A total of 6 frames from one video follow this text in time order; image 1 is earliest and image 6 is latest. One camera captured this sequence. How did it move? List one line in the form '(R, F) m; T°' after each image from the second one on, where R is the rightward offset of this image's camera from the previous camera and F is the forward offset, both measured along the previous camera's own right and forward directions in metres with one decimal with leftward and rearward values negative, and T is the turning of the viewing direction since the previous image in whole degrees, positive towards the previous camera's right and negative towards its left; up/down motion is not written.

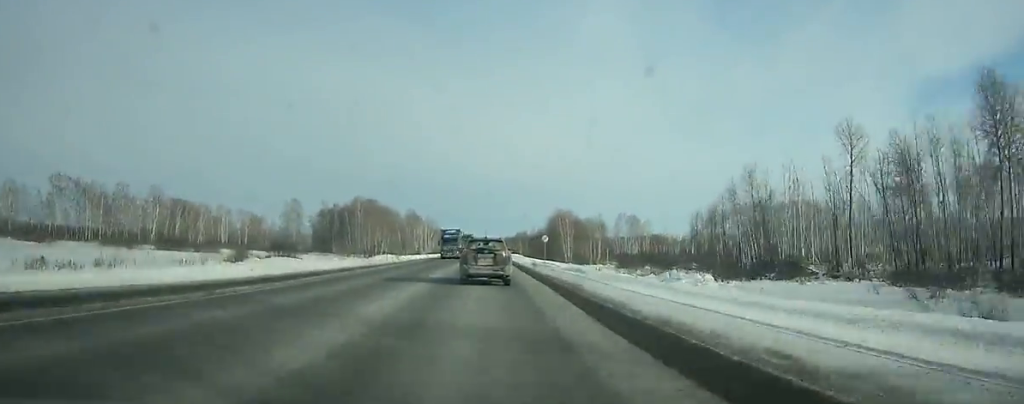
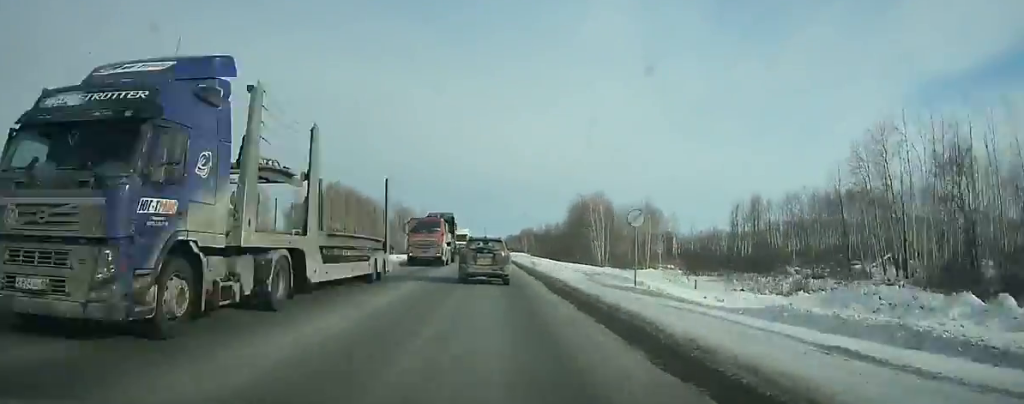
(0.0, +40.9) m; 0°
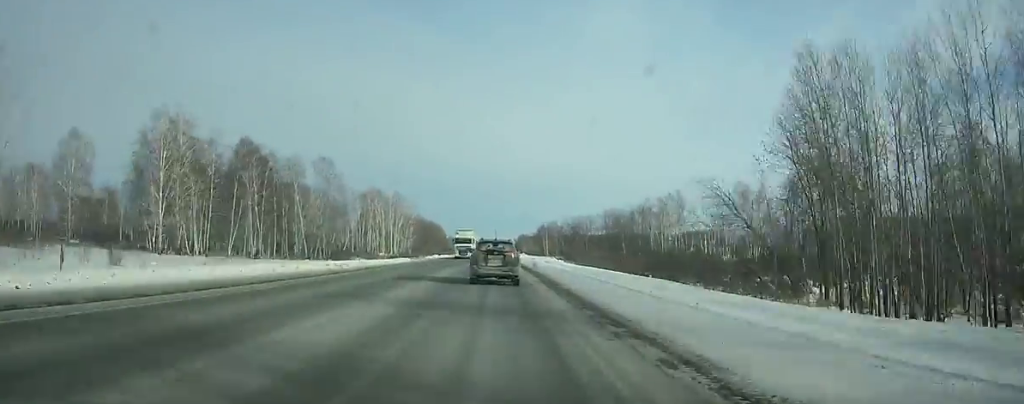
(-0.3, +101.1) m; 0°
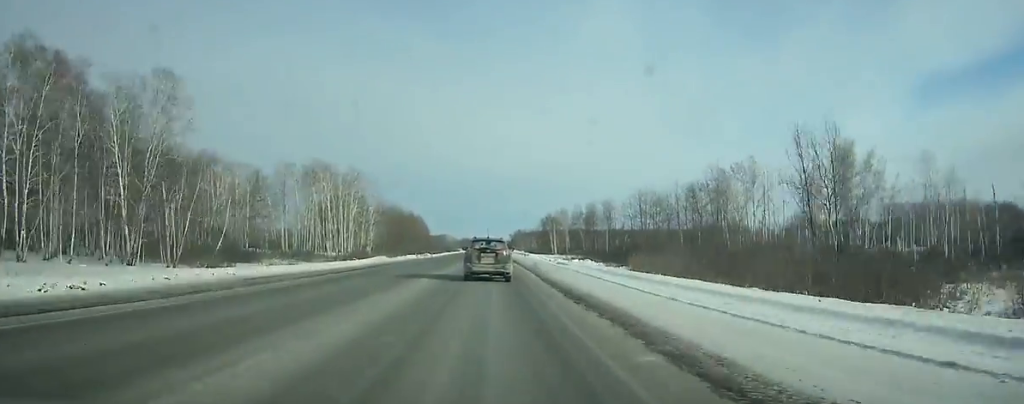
(-0.1, +57.8) m; 0°
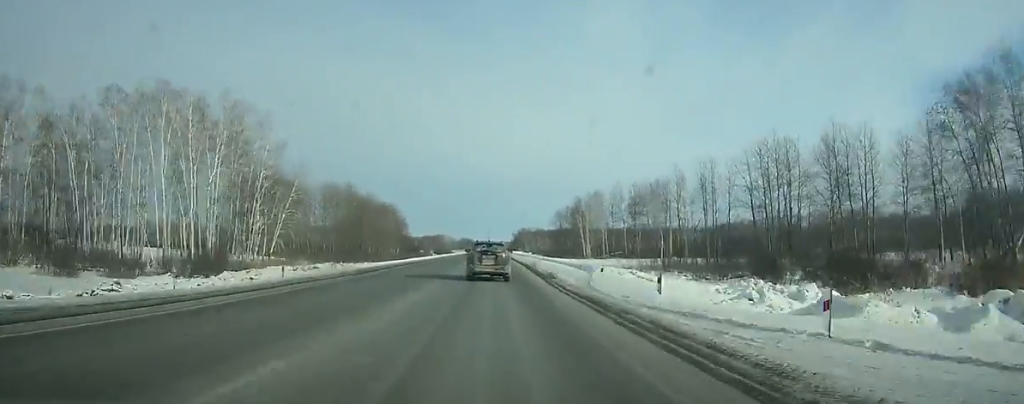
(0.0, +72.3) m; 0°
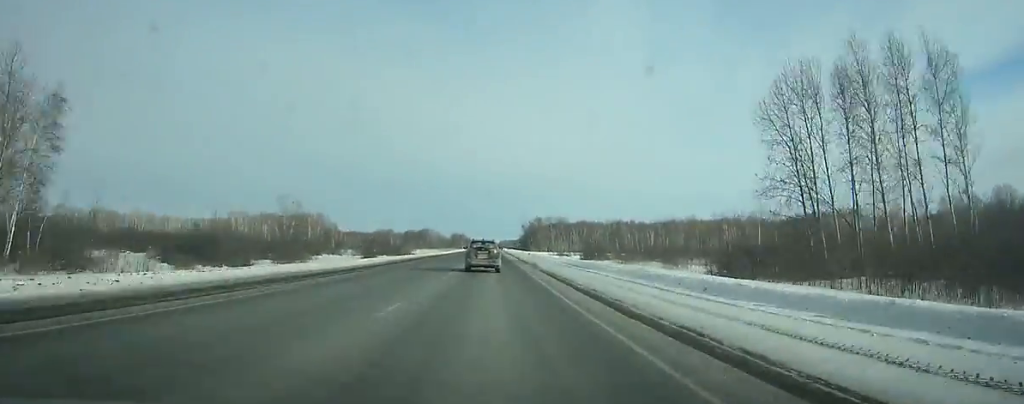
(-0.6, +172.6) m; 0°
